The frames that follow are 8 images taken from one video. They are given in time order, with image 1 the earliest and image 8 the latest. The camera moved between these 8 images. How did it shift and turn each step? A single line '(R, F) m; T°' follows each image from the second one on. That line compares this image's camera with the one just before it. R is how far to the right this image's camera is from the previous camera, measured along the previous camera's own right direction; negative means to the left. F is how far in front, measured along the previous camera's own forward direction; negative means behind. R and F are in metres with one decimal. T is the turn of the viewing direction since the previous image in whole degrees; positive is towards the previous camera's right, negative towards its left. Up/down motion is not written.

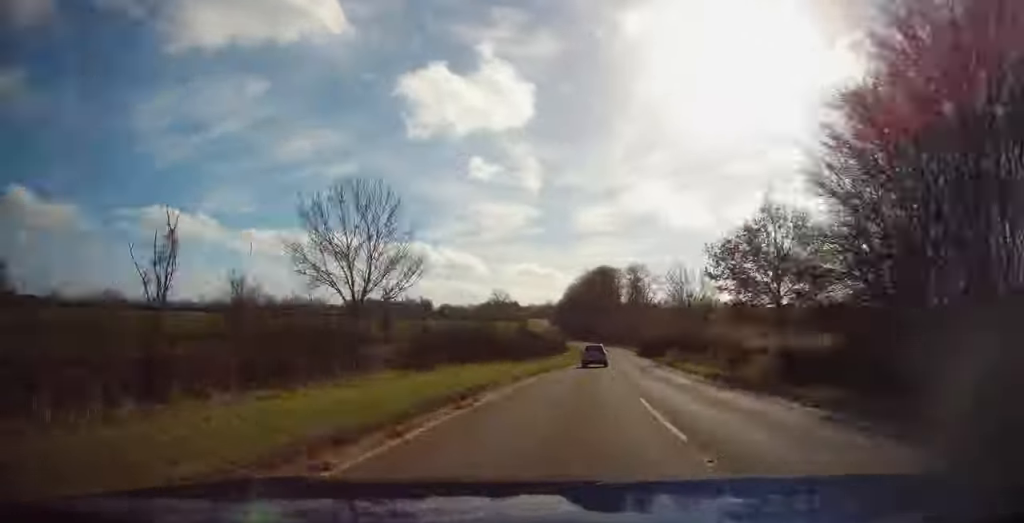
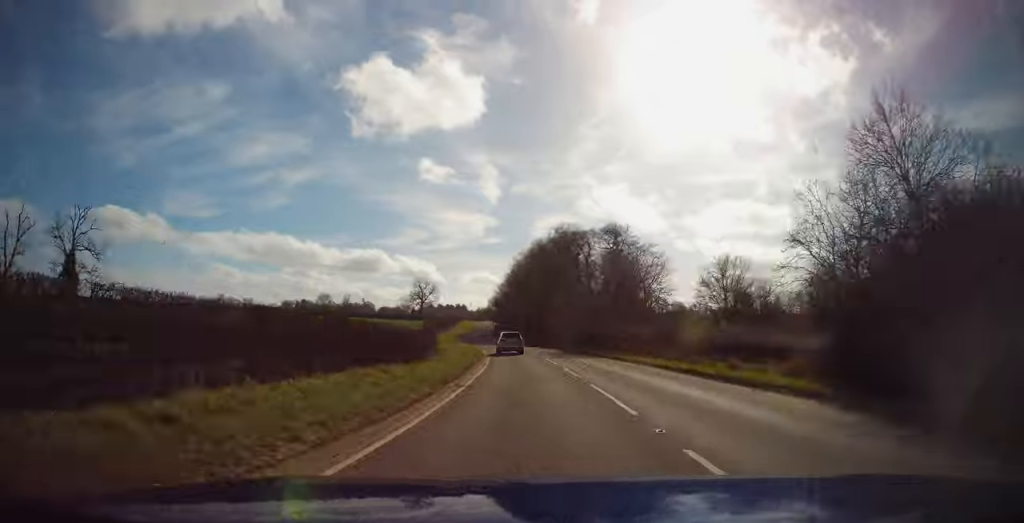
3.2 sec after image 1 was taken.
(-0.3, +70.0) m; -1°
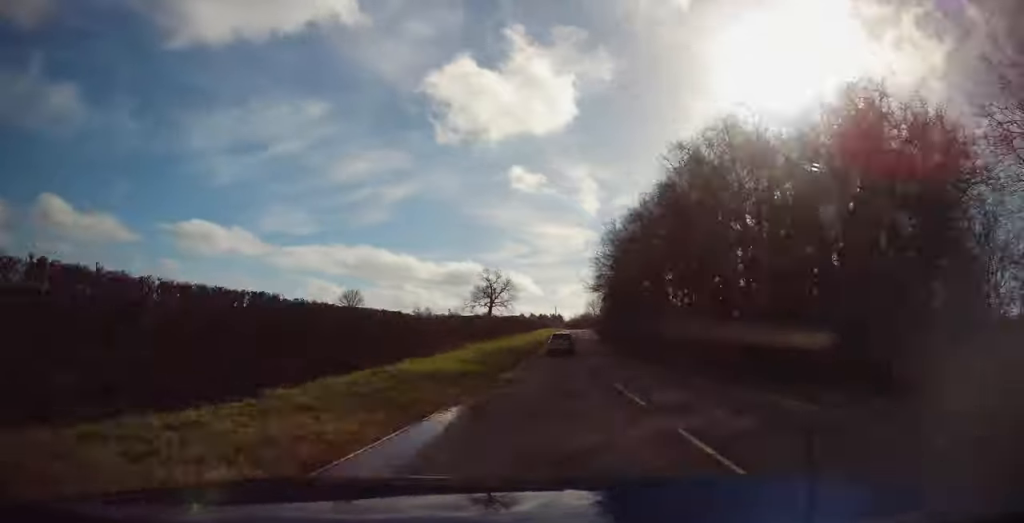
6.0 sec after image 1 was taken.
(+0.6, +61.3) m; -1°
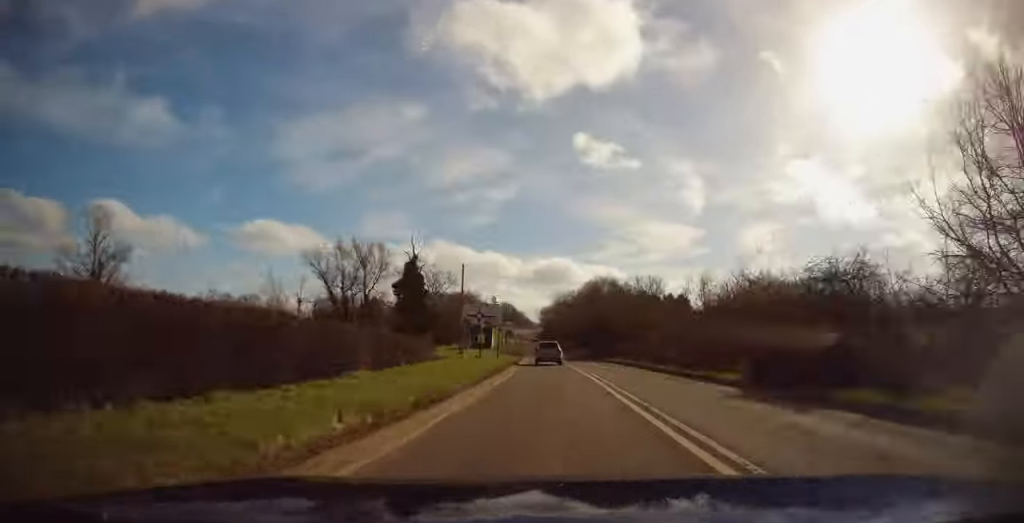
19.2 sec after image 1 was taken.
(-29.0, +256.2) m; -16°
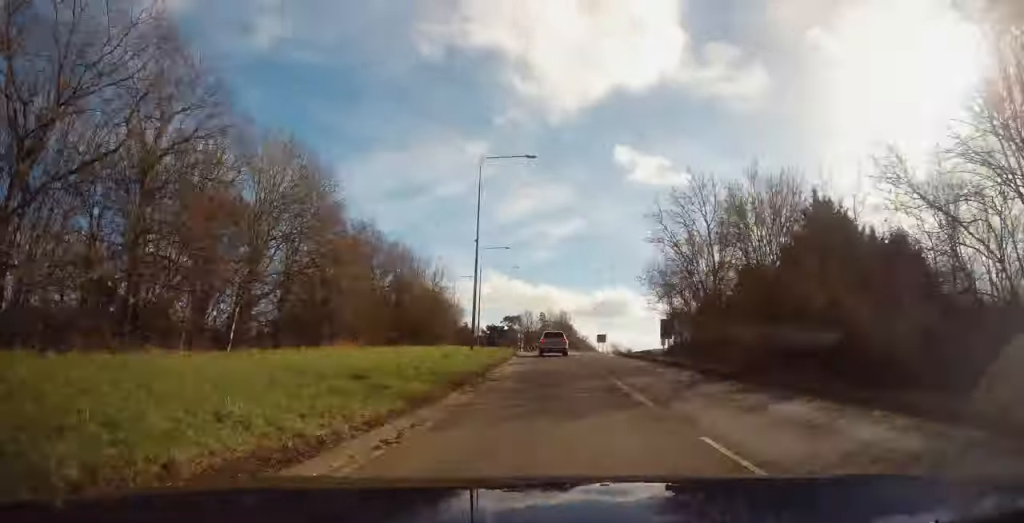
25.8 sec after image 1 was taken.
(-10.7, +116.3) m; -10°
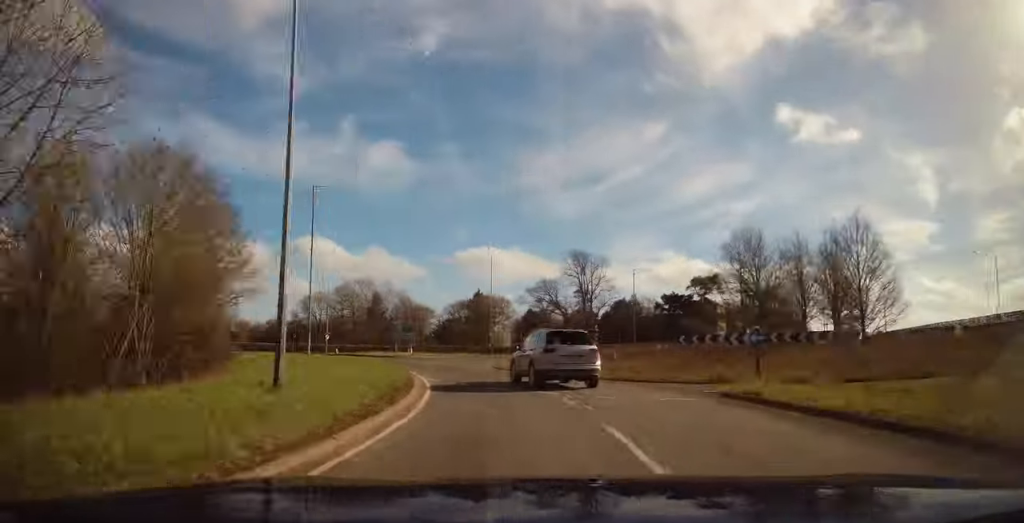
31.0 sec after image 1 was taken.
(-5.2, +66.7) m; -4°
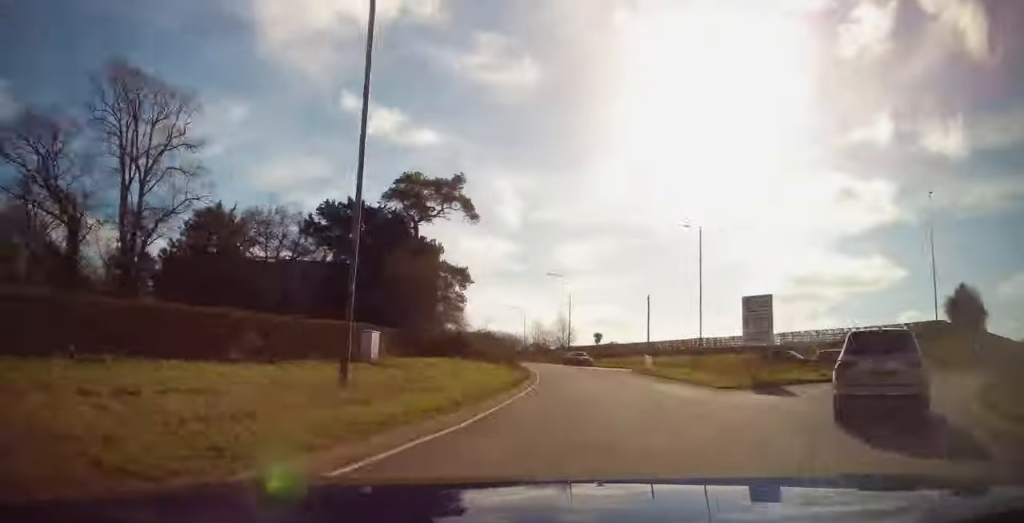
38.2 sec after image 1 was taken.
(+8.9, +72.1) m; +18°
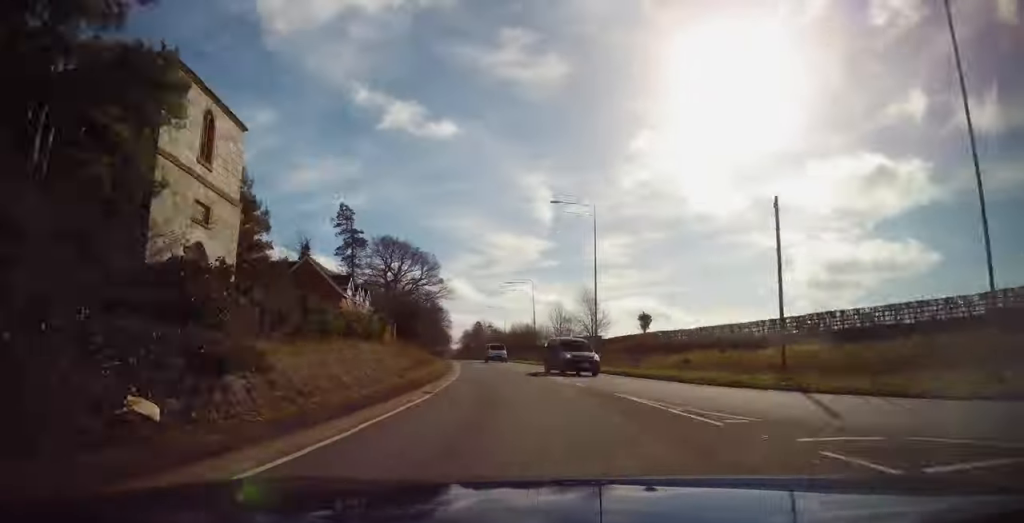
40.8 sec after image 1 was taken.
(+6.9, +35.9) m; +4°
